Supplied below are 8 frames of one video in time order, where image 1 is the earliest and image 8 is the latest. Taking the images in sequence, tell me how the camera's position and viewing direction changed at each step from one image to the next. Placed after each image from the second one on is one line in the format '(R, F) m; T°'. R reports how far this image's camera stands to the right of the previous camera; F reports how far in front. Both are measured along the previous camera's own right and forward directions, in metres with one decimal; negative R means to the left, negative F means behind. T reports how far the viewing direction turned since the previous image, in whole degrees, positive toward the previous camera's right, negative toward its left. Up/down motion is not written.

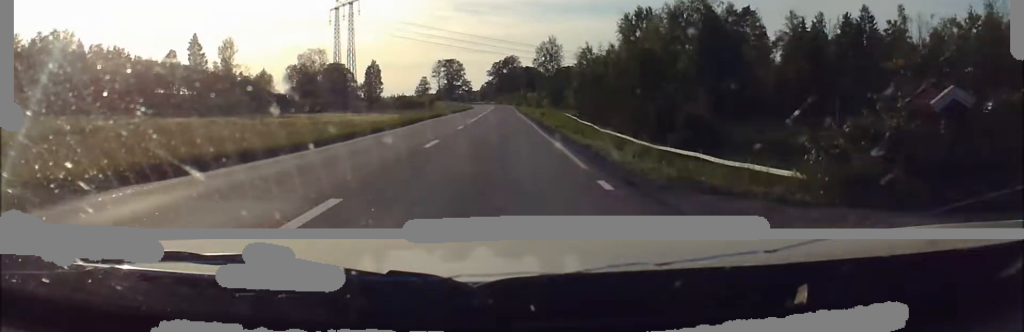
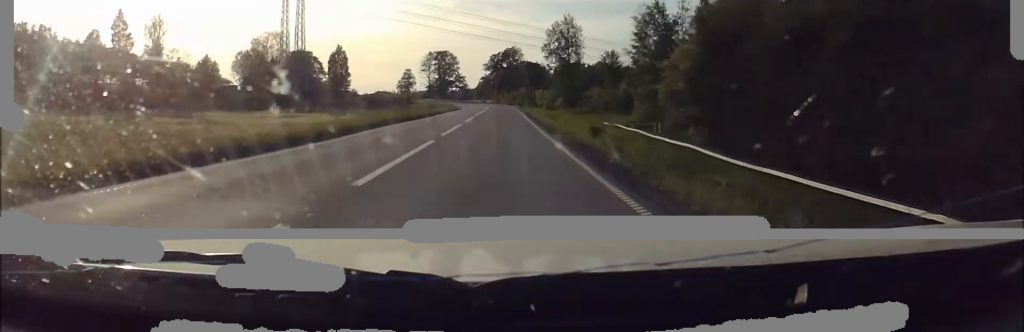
(0.0, +43.7) m; -1°
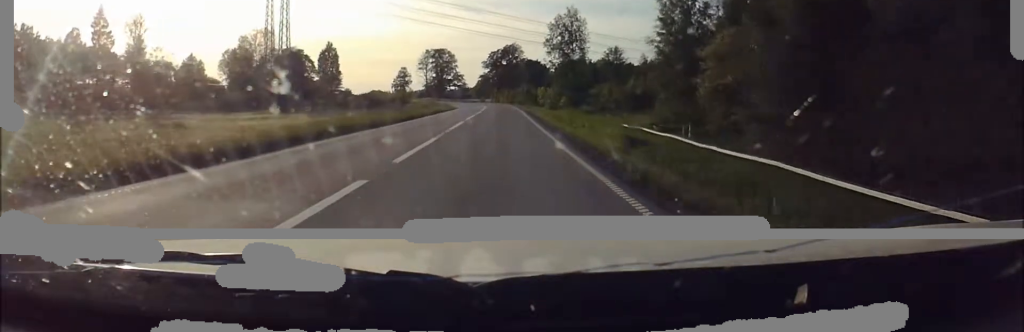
(0.0, +8.7) m; 0°
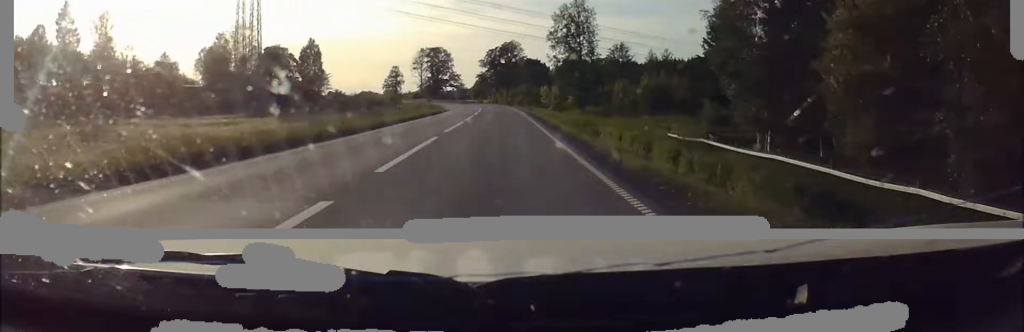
(0.0, +13.8) m; 0°
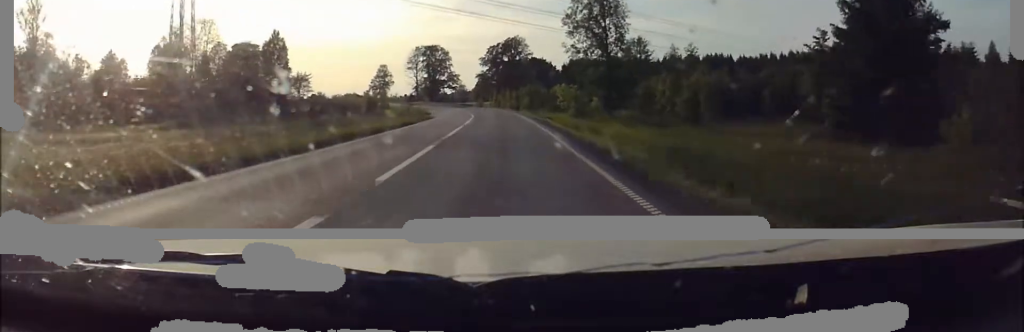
(0.0, +24.7) m; 0°
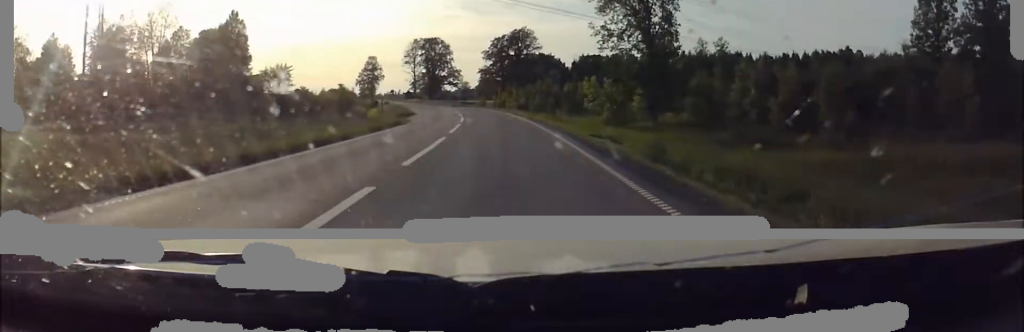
(+0.1, +21.7) m; 0°
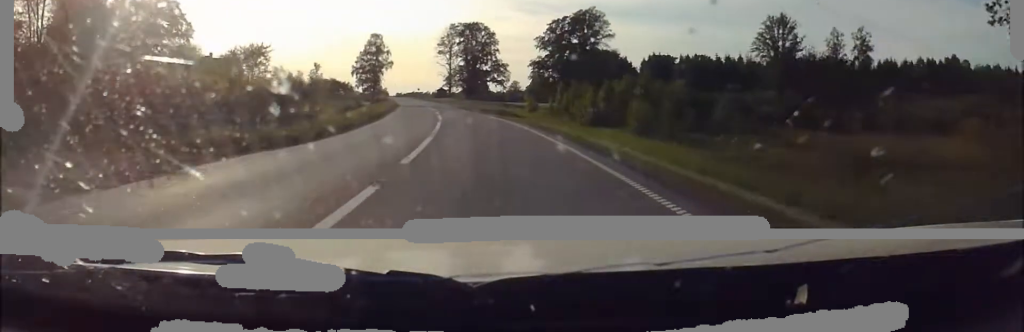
(-0.1, +47.5) m; -1°
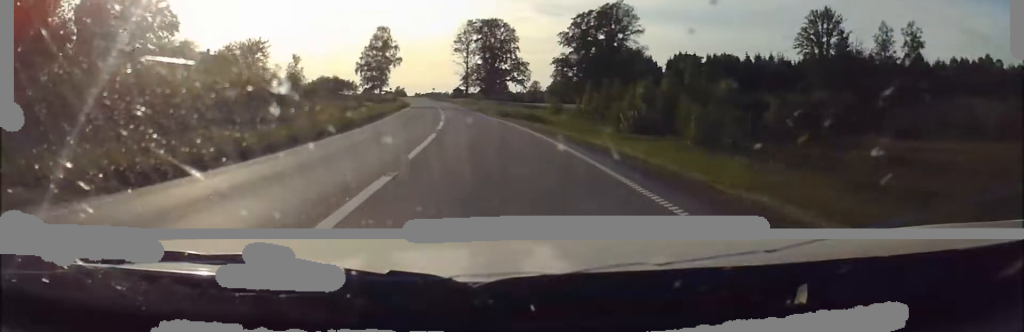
(0.0, +10.7) m; -1°
